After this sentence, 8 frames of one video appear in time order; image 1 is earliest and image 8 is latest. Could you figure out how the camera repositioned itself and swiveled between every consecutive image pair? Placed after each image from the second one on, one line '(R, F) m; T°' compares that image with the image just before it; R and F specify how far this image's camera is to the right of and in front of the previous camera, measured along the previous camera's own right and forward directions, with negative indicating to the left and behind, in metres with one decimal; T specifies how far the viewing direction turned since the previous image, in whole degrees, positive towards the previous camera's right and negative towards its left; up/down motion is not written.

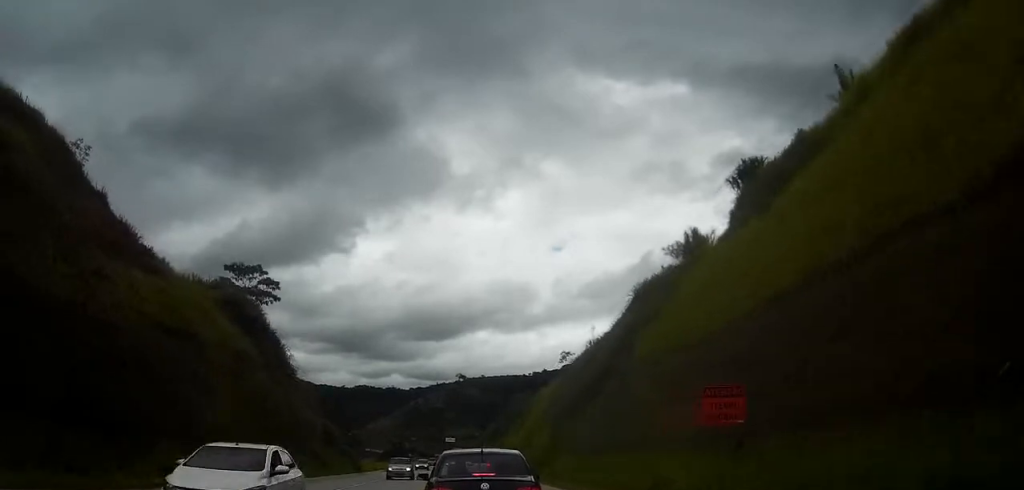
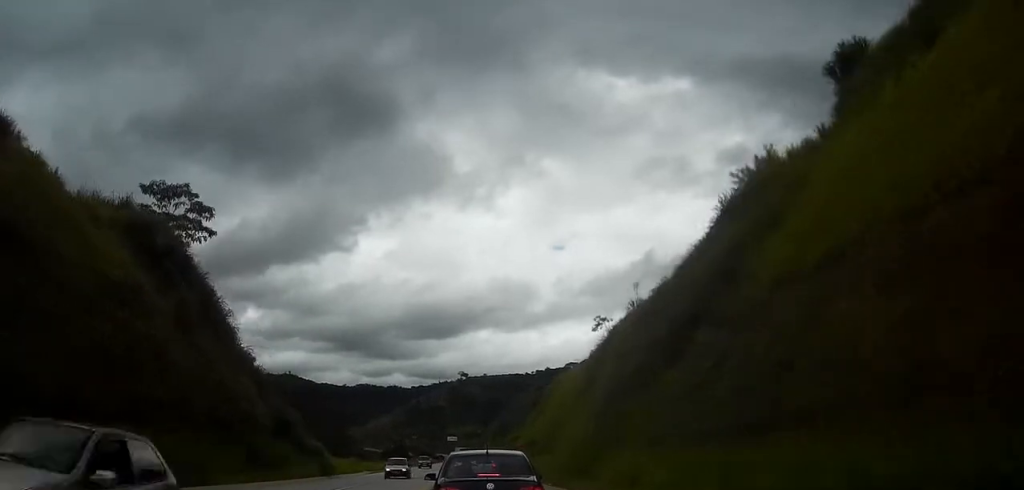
(0.0, +15.2) m; 0°
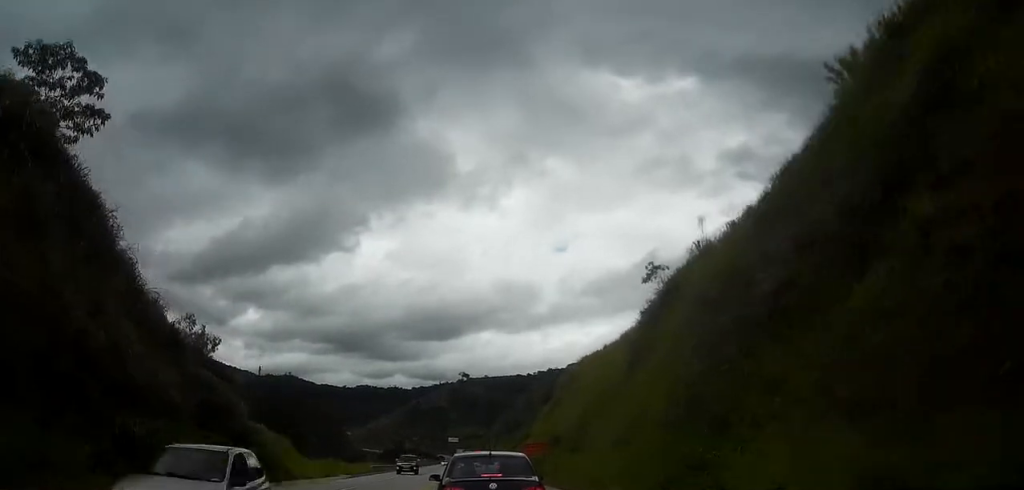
(0.0, +13.7) m; -1°
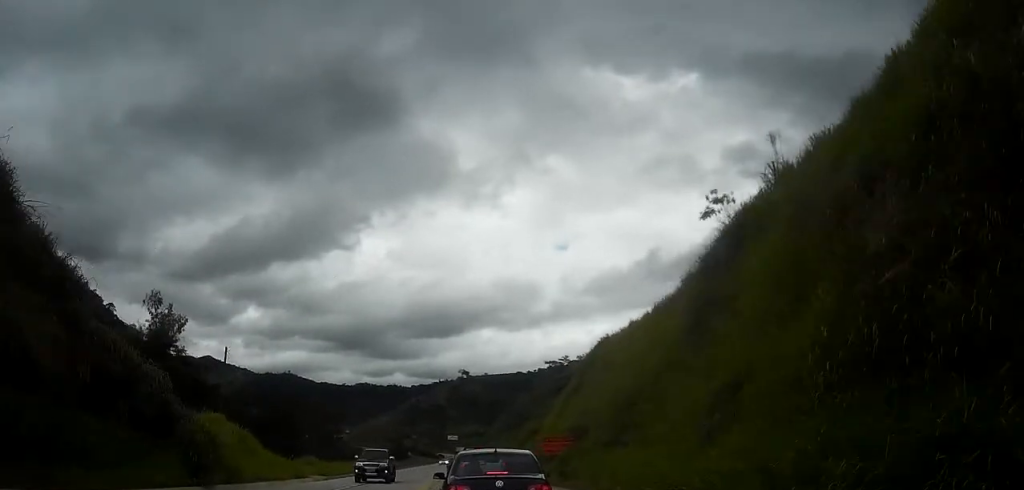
(-0.2, +9.5) m; -1°
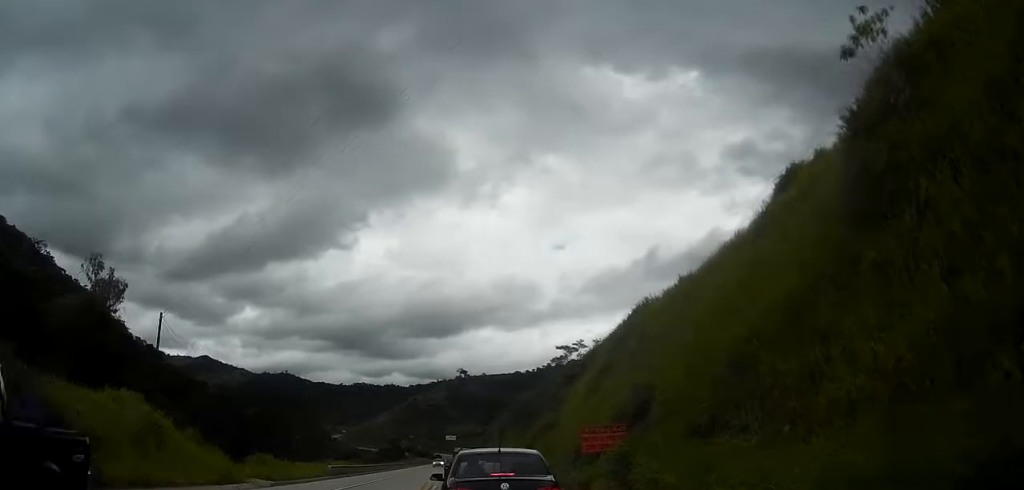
(0.0, +12.1) m; 0°
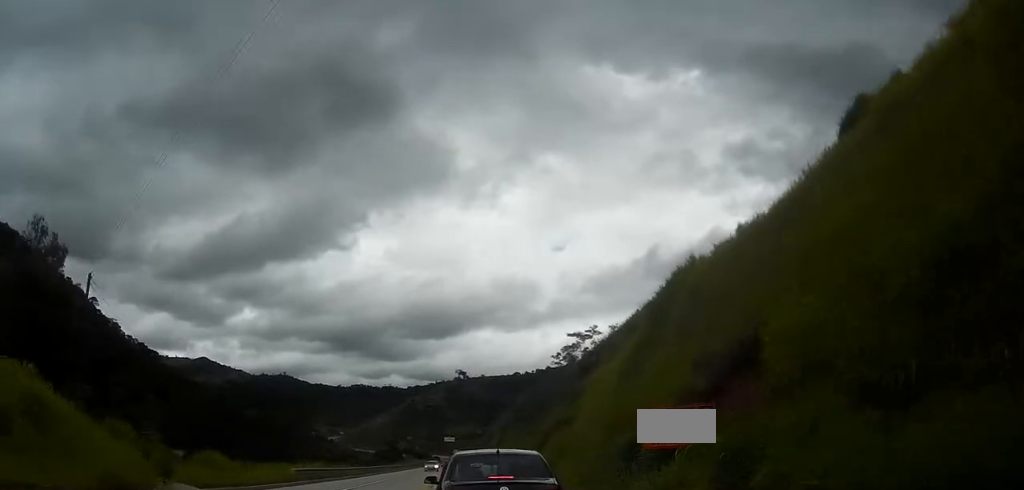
(0.0, +8.8) m; 0°
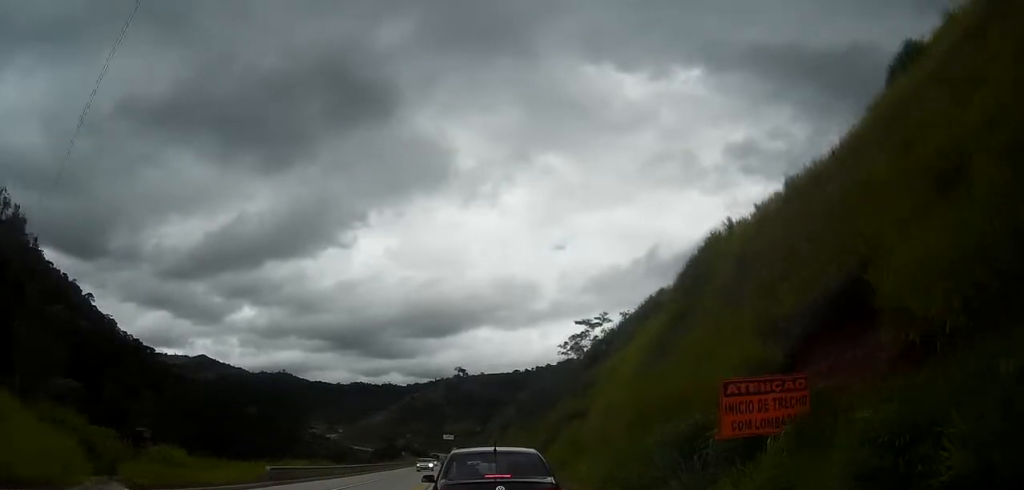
(0.0, +5.2) m; 0°
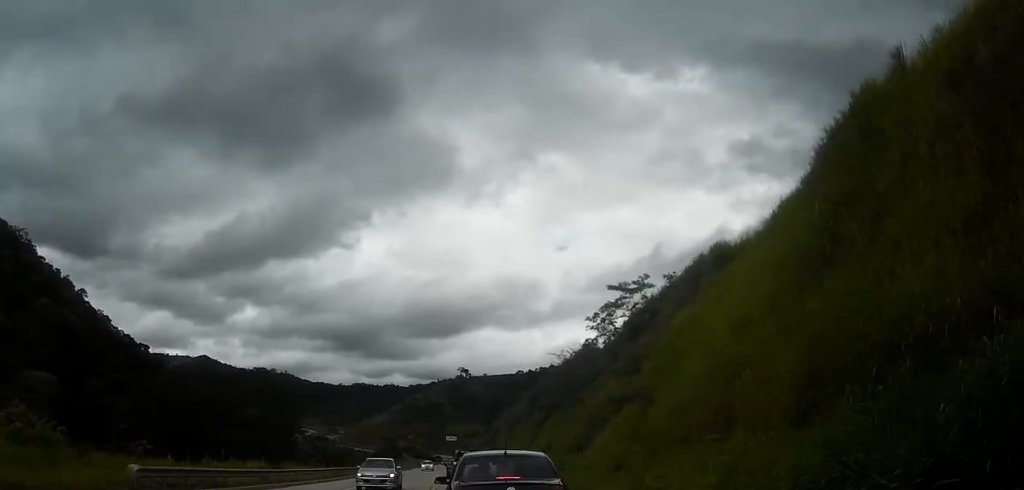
(-0.1, +13.7) m; -1°
